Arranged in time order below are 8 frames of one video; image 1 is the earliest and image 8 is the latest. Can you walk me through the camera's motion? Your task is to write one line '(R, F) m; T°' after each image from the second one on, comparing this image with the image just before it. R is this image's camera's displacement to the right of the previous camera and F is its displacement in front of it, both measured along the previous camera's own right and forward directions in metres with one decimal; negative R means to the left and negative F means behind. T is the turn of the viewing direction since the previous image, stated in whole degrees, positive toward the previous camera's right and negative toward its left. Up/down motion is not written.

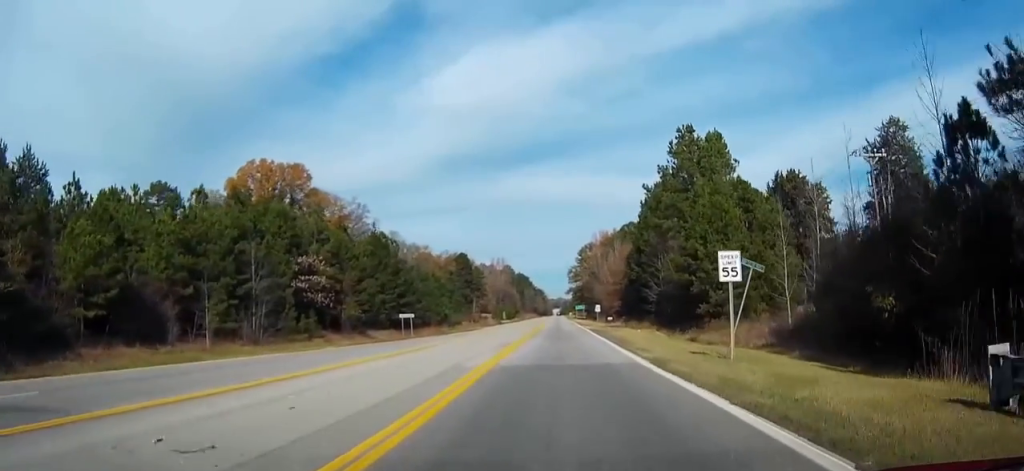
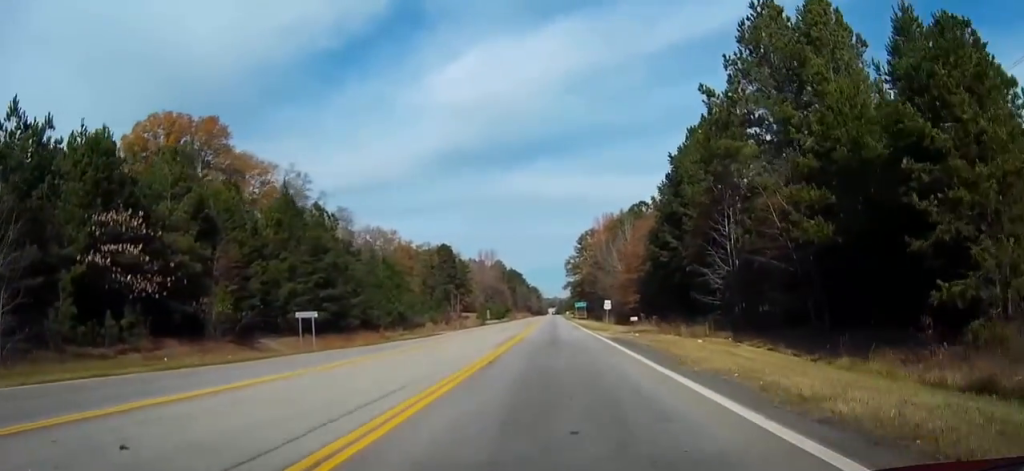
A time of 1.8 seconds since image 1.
(+0.1, +28.0) m; 0°
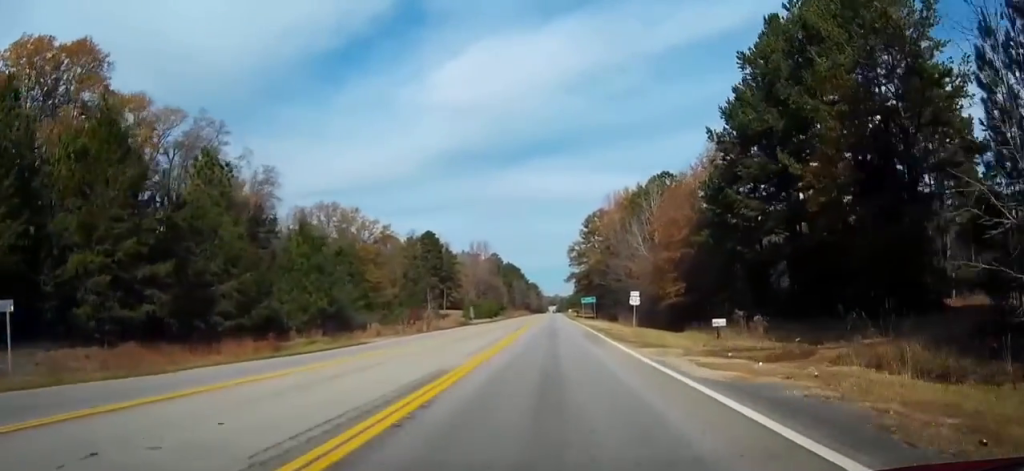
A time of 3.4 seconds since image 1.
(-0.1, +26.0) m; 0°
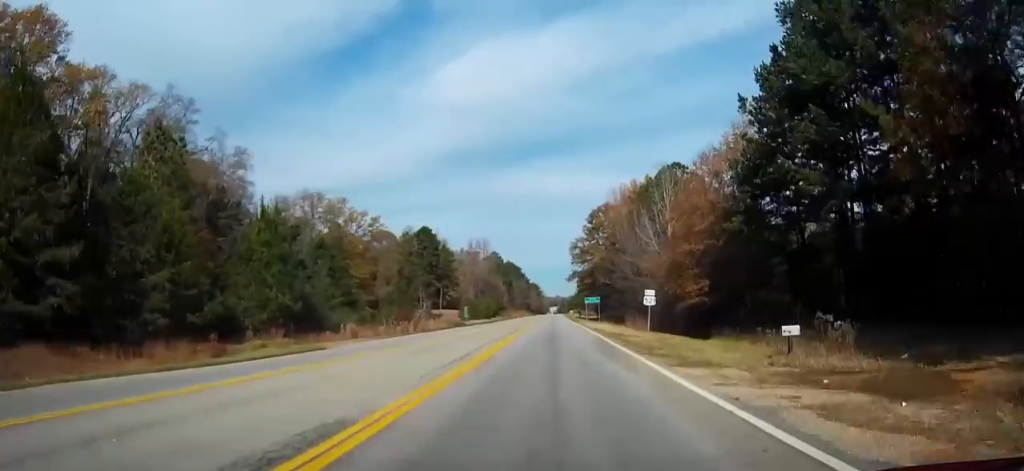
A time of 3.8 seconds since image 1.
(0.0, +7.1) m; 0°
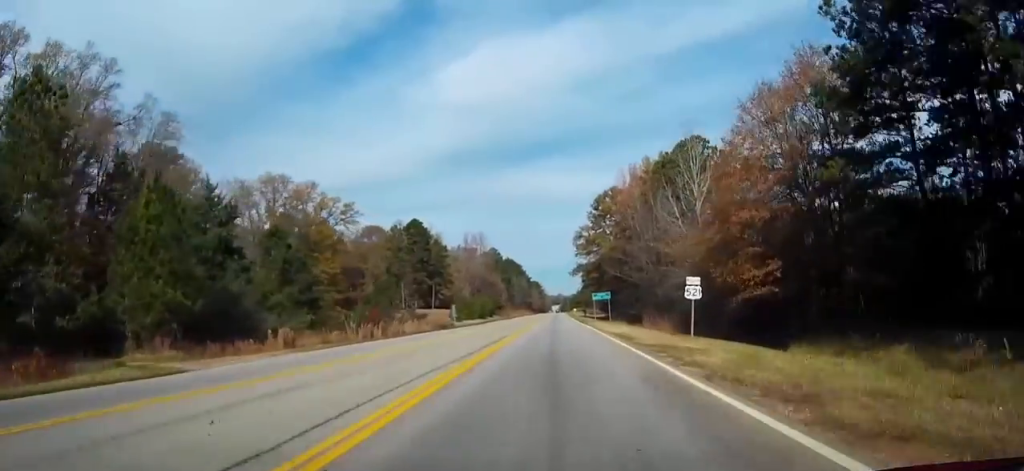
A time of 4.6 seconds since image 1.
(0.0, +12.0) m; 0°
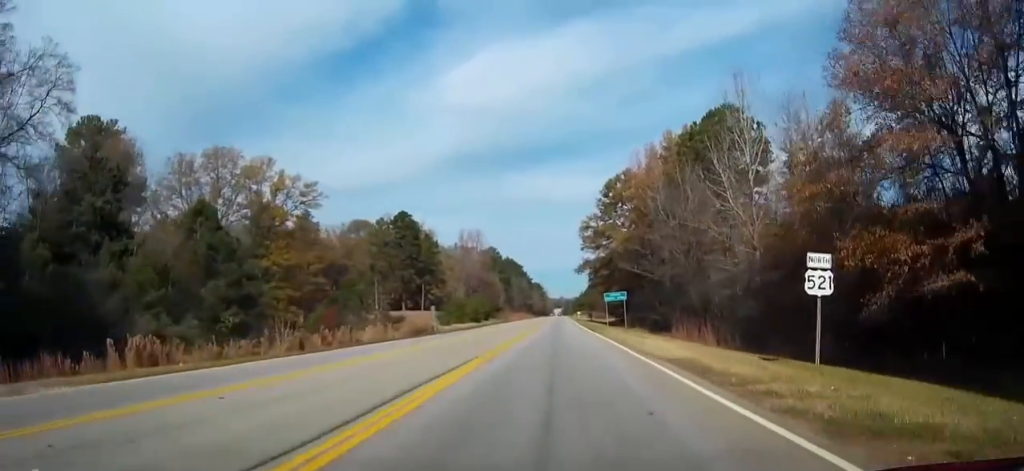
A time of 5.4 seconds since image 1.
(0.0, +12.2) m; 0°
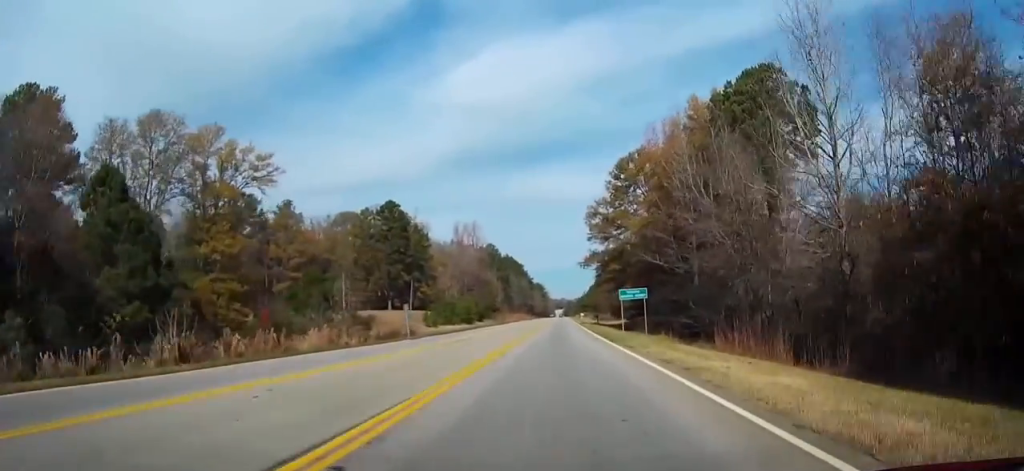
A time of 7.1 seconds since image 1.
(0.0, +23.2) m; 0°
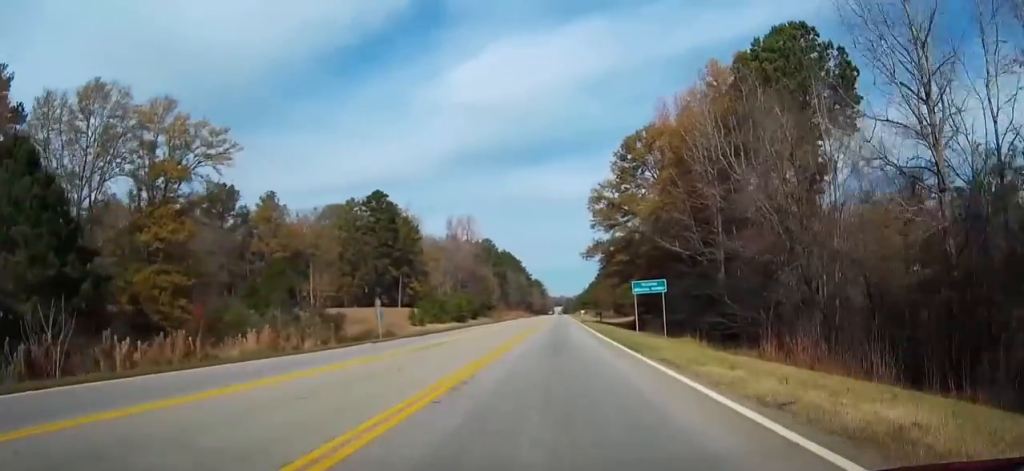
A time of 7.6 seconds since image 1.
(0.0, +7.4) m; 0°
